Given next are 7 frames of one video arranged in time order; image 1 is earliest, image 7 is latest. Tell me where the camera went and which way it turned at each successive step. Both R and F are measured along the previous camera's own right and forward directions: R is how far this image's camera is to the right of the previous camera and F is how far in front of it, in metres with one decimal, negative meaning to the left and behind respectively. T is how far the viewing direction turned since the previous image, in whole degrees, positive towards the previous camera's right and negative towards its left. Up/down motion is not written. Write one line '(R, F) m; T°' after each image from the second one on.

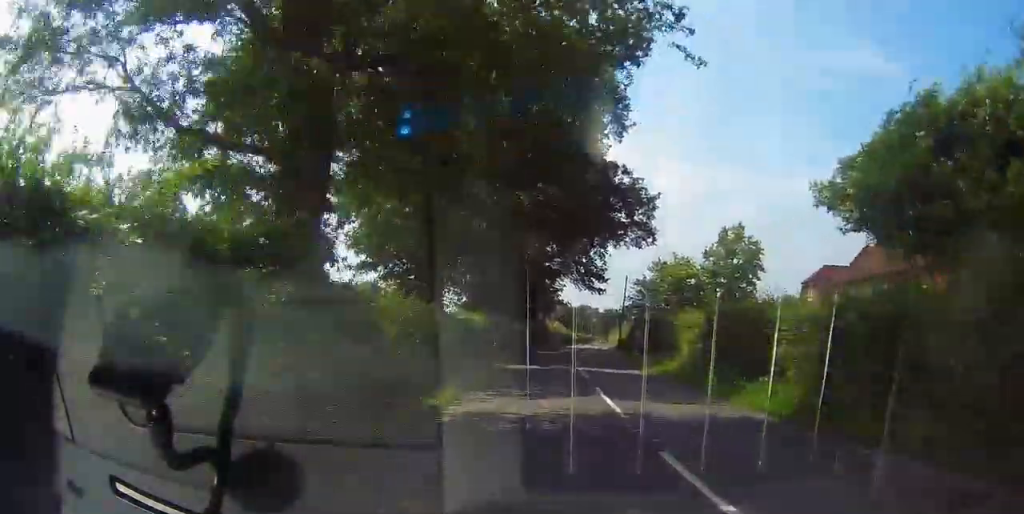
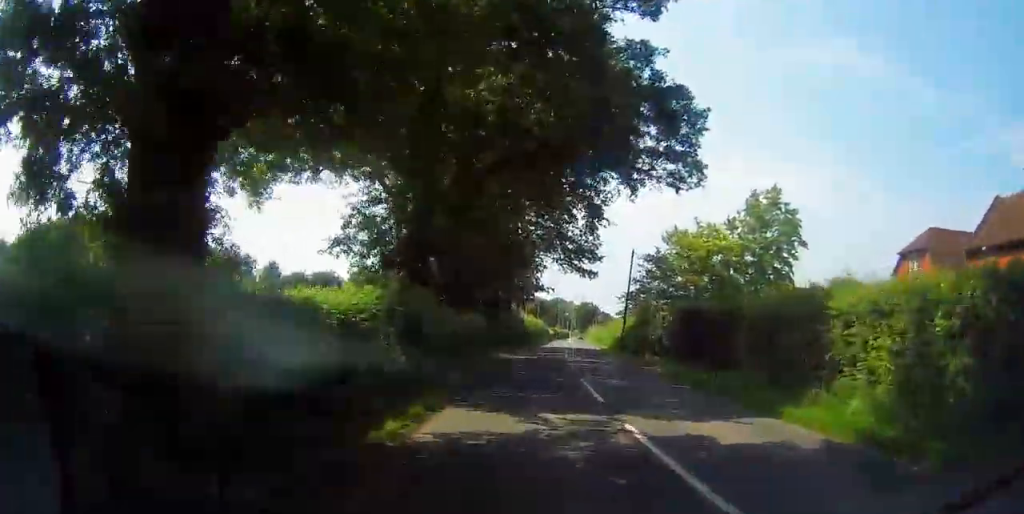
(+0.5, +16.1) m; +2°
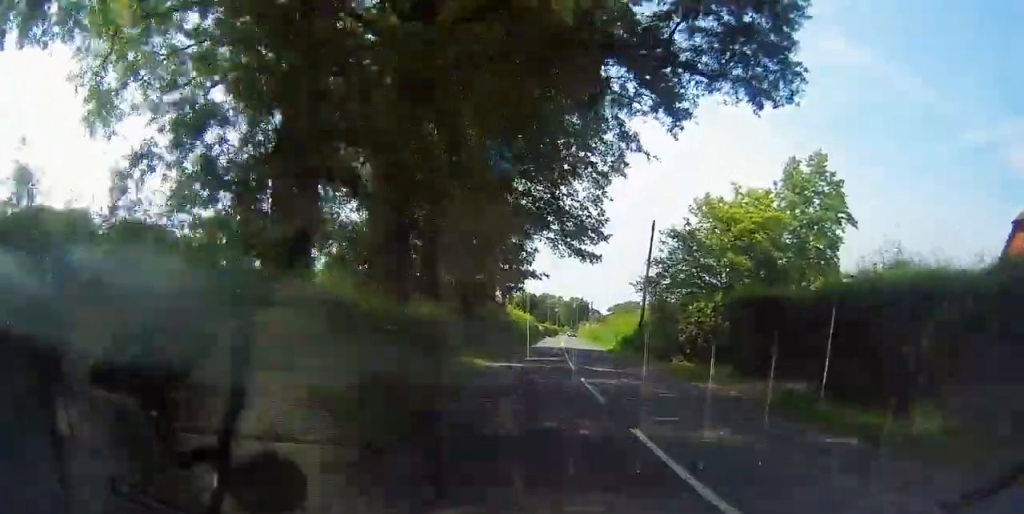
(0.0, +9.5) m; 0°
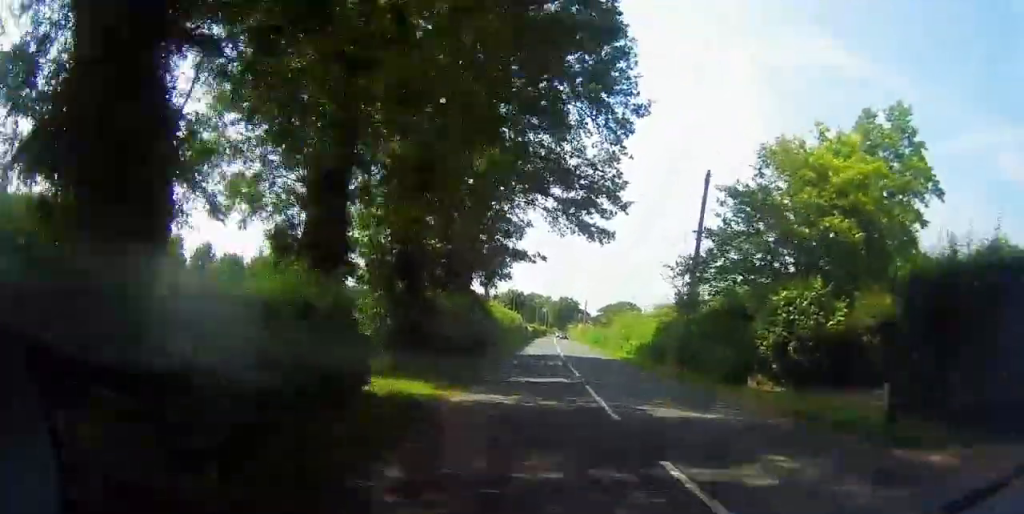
(-0.2, +11.0) m; +1°
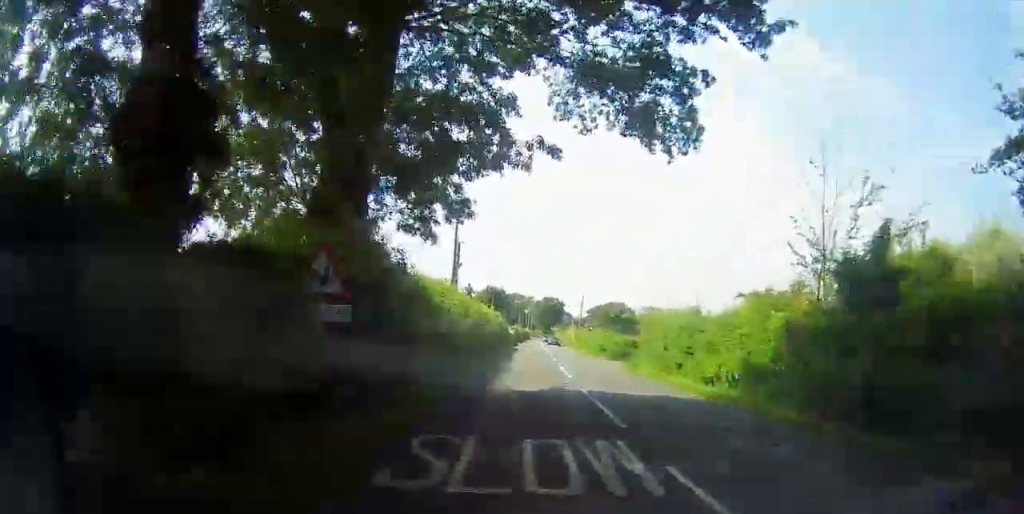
(+0.4, +18.4) m; +1°
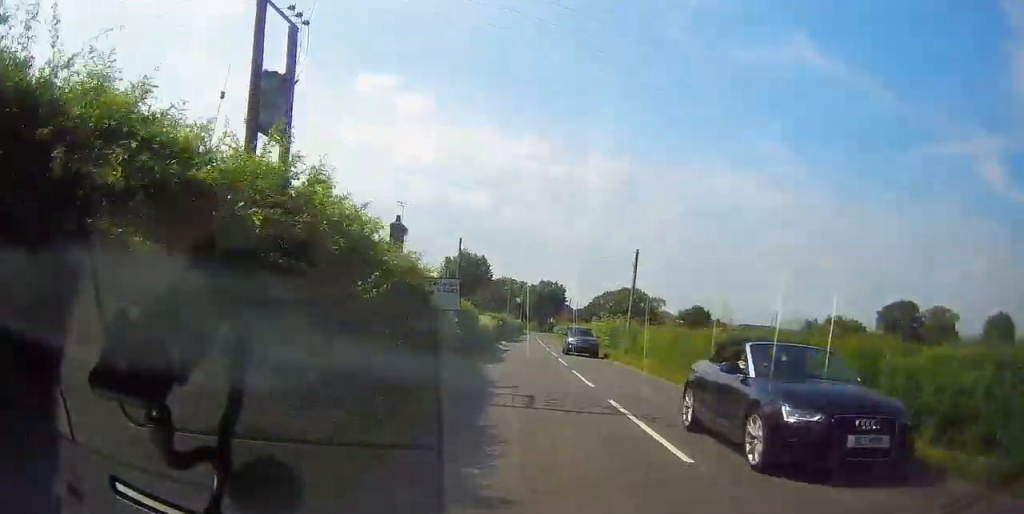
(+0.7, +38.7) m; +3°
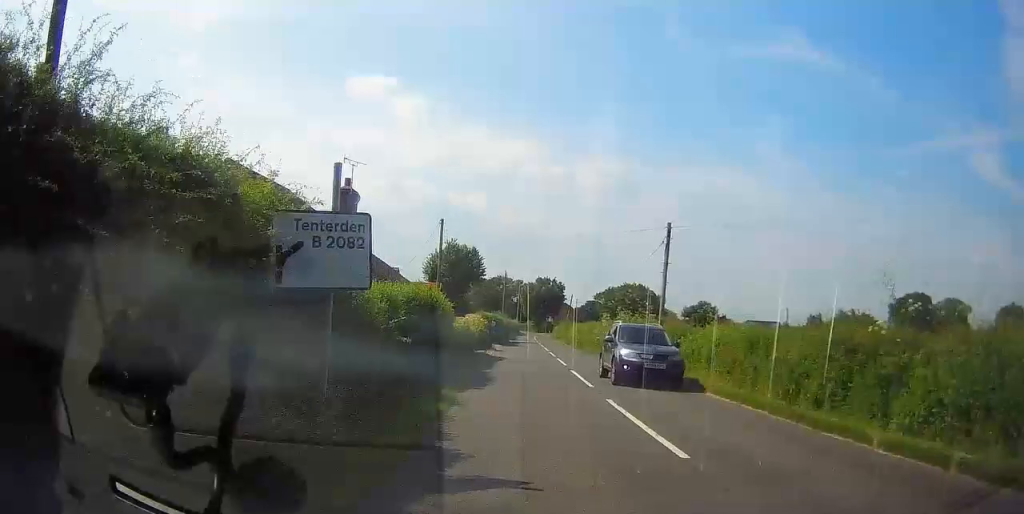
(-0.1, +8.8) m; 0°
